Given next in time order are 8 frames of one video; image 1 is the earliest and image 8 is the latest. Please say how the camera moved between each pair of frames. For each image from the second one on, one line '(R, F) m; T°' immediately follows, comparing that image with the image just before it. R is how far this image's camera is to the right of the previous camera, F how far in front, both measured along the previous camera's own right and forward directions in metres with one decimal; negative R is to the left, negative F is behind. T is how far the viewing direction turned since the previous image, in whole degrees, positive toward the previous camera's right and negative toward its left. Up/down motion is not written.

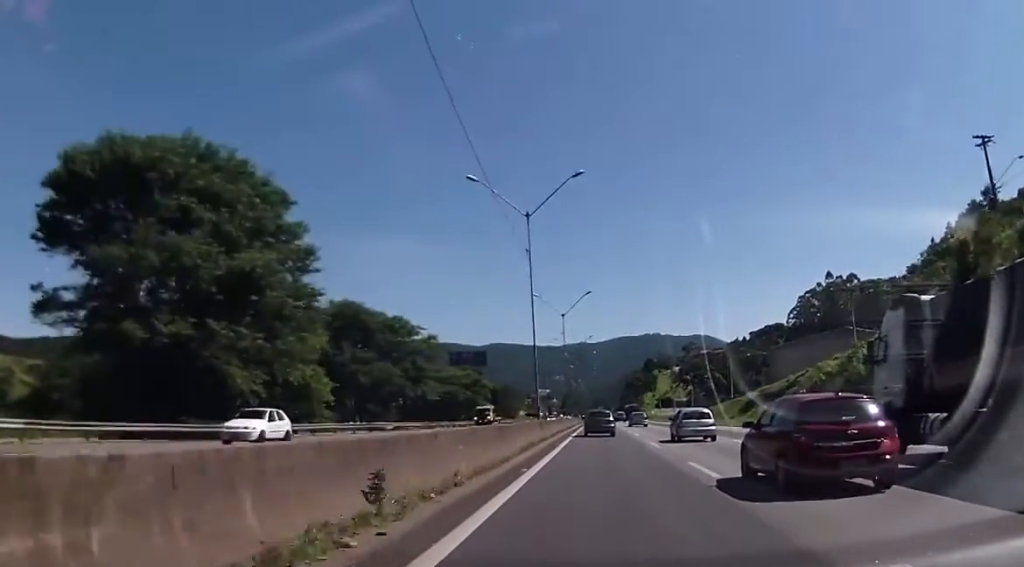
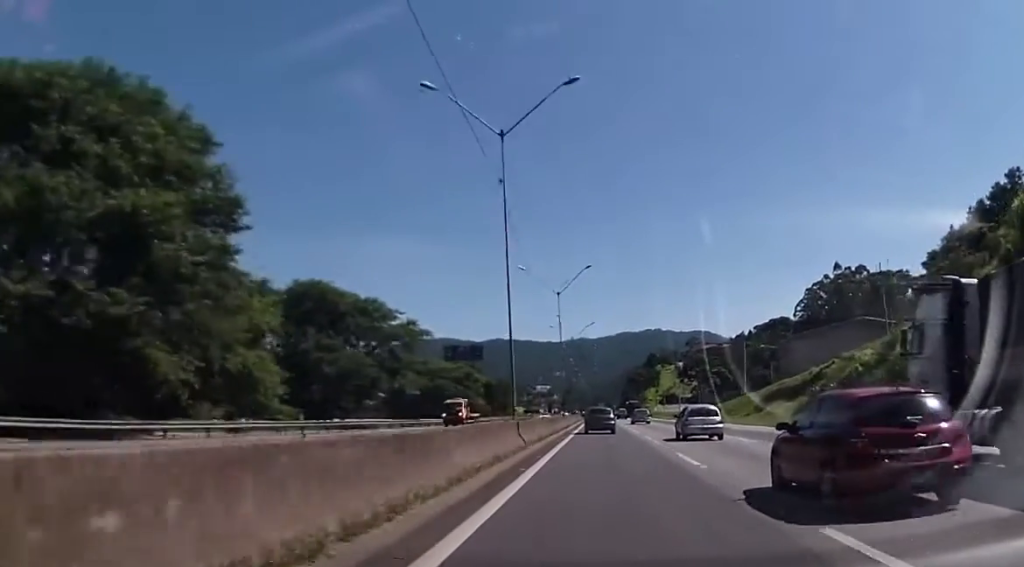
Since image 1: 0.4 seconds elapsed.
(-0.1, +10.8) m; 0°
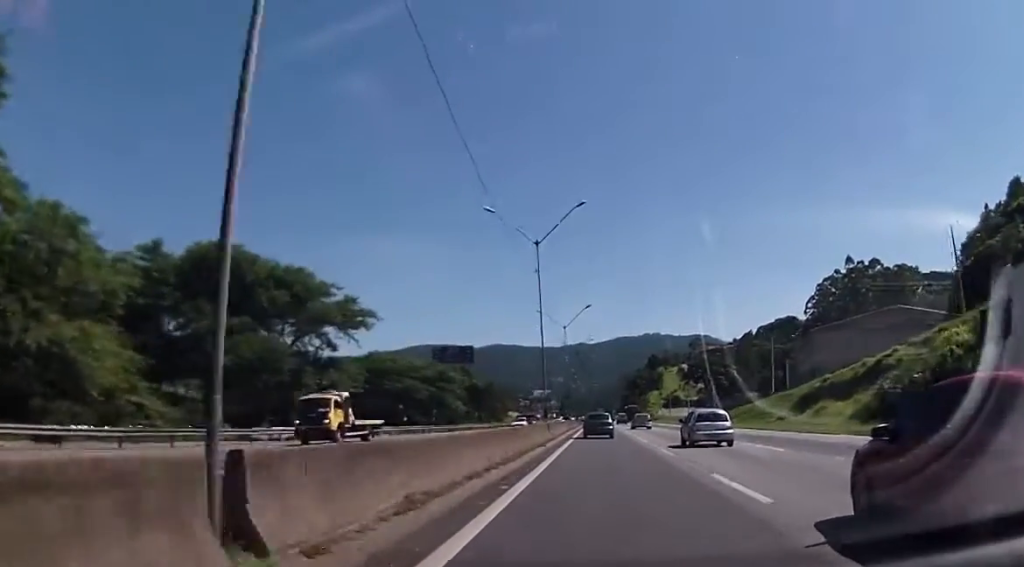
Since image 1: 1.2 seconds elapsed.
(-0.2, +19.8) m; 0°
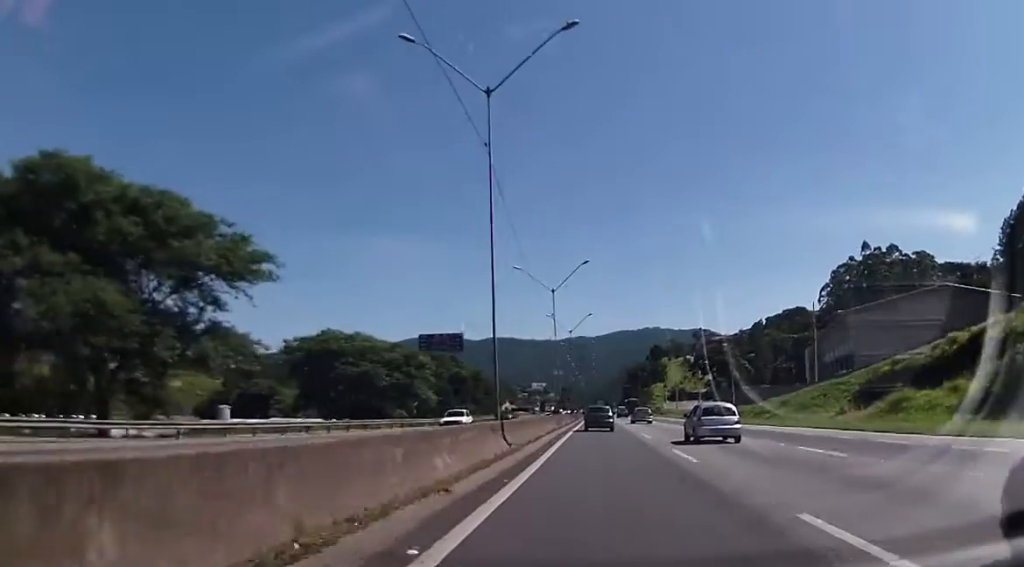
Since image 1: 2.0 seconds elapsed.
(+0.2, +19.8) m; +1°
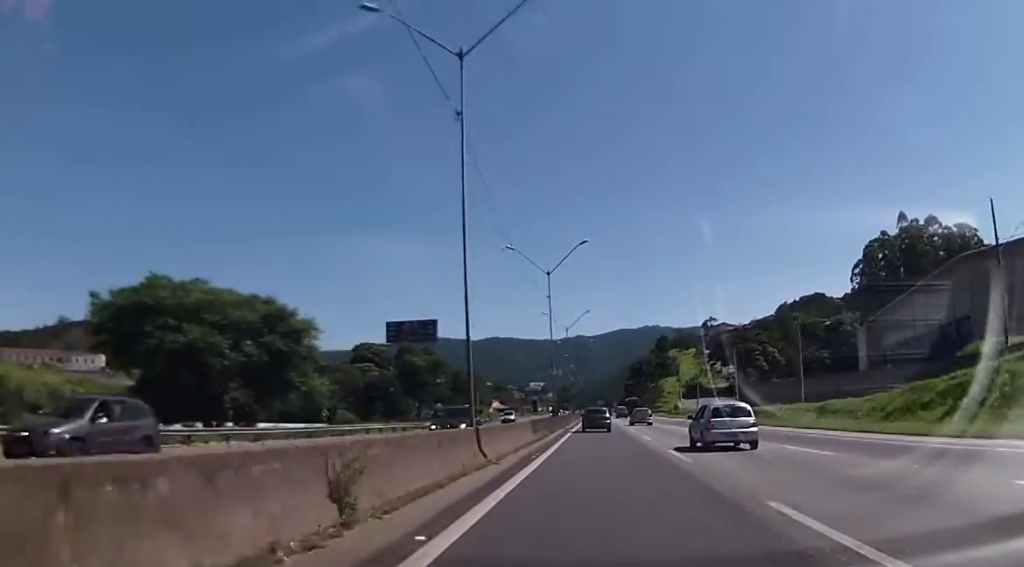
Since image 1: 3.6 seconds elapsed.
(-0.3, +38.9) m; -1°
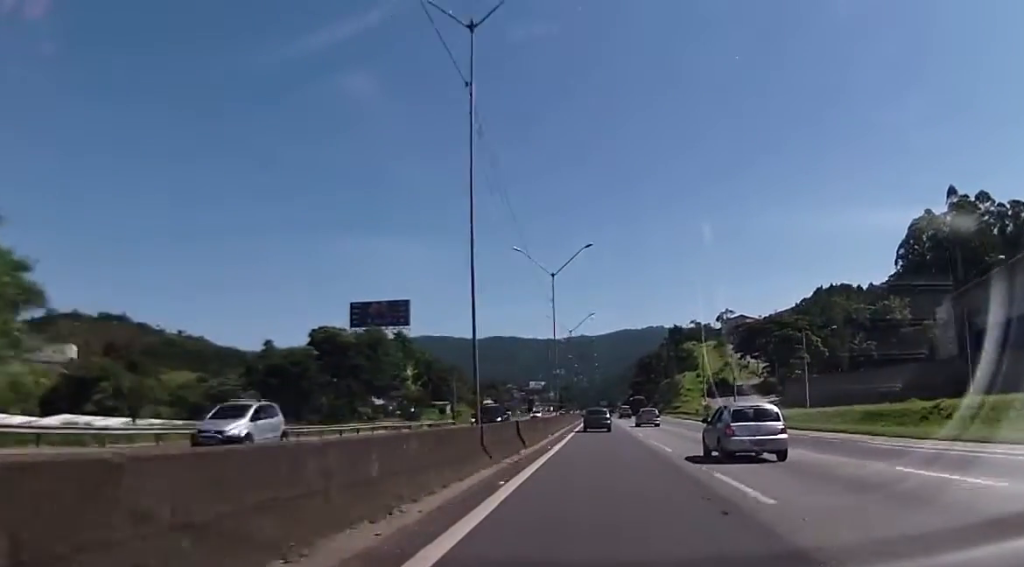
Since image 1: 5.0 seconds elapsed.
(+0.2, +35.5) m; 0°
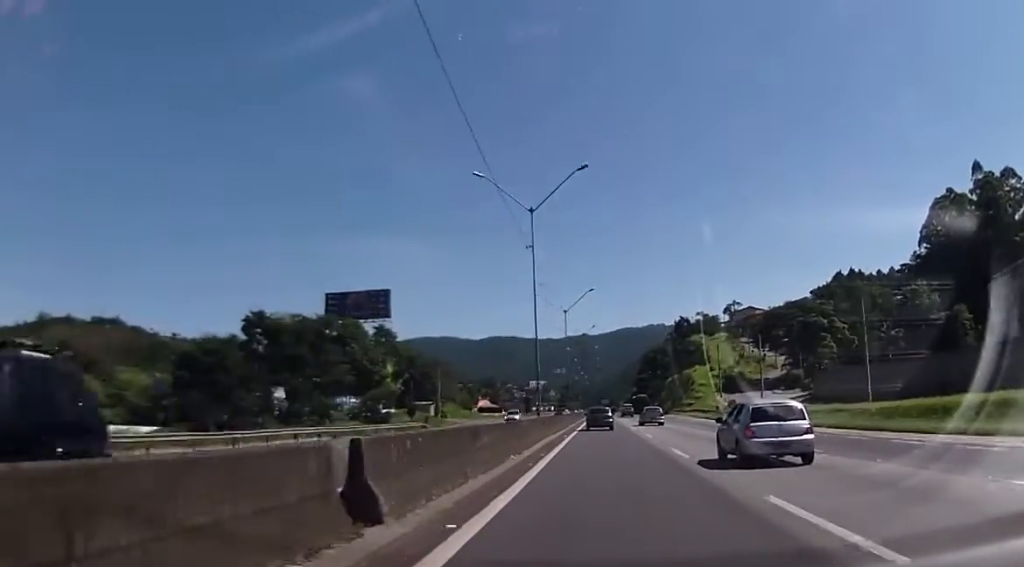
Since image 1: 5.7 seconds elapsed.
(-0.3, +17.1) m; 0°
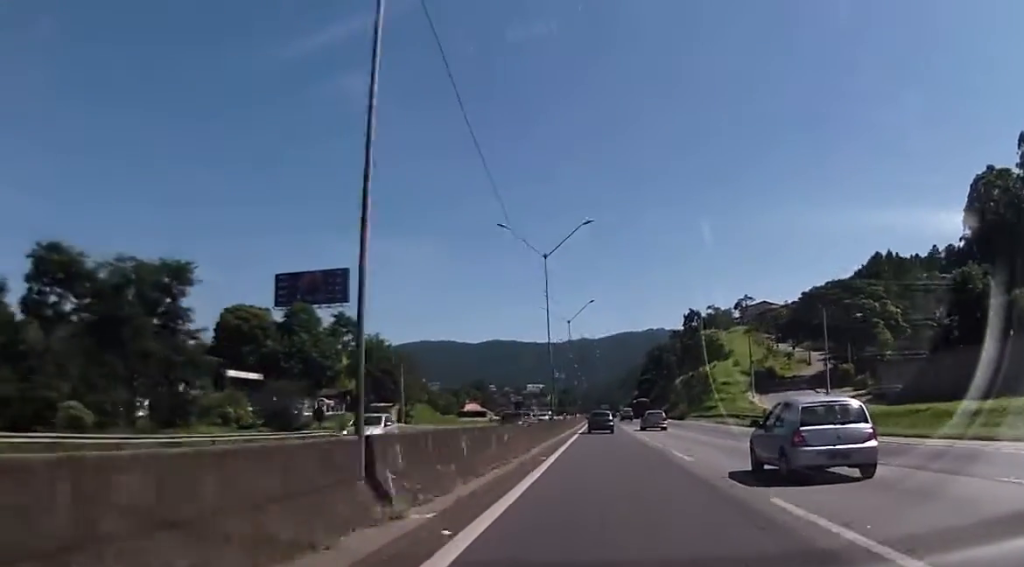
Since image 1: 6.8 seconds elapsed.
(+0.1, +26.8) m; +1°
